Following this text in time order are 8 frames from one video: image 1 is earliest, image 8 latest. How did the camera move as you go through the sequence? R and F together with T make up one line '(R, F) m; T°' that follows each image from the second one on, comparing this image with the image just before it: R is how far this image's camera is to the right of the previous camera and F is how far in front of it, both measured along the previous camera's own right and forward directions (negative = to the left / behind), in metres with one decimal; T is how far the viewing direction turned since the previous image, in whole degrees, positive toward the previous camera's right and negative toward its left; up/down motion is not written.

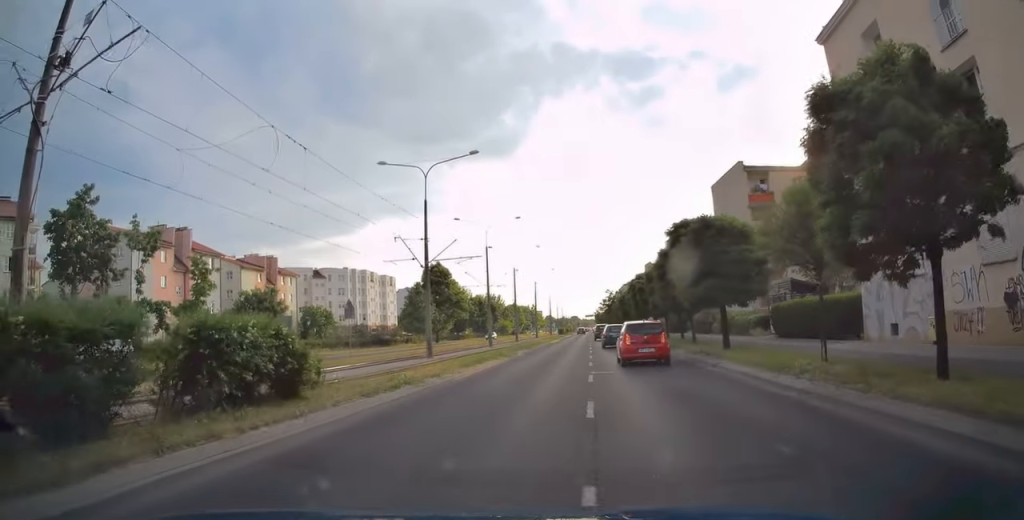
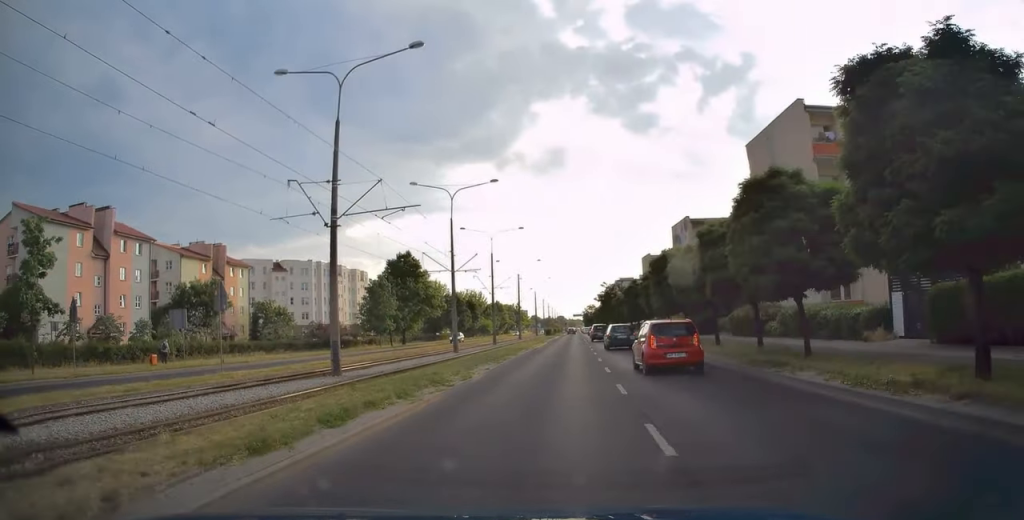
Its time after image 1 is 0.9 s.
(+0.3, +15.3) m; +3°
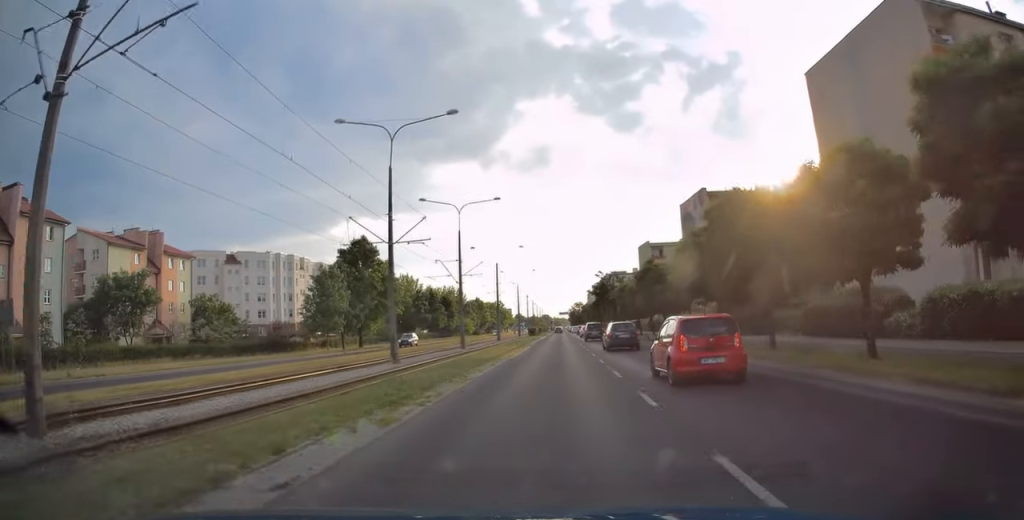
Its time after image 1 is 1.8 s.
(+0.4, +14.4) m; +2°
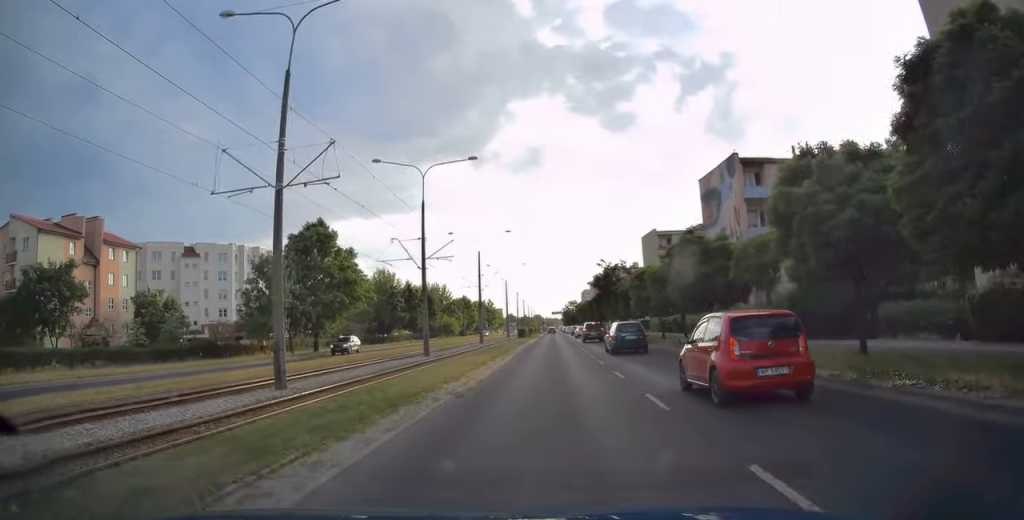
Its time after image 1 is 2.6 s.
(0.0, +12.4) m; 0°
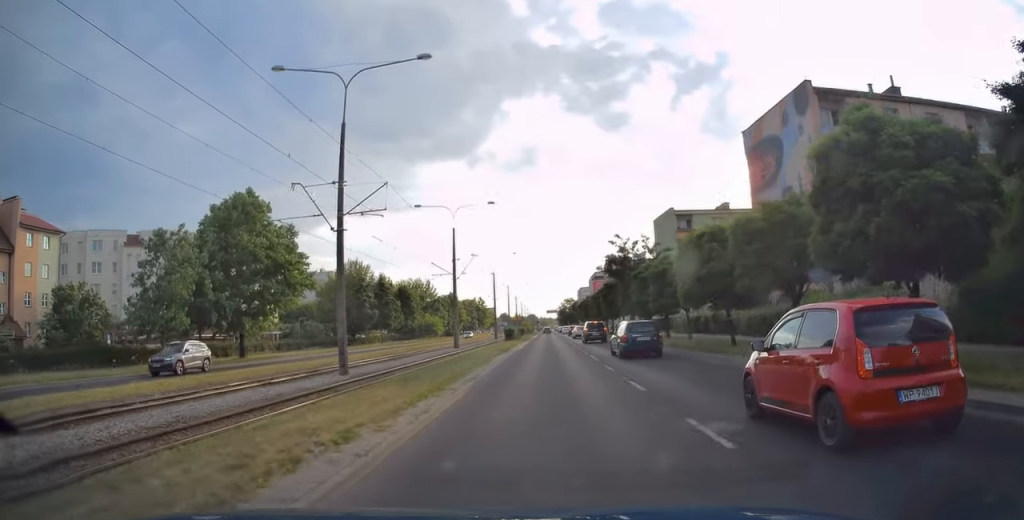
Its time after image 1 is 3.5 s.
(-0.1, +14.9) m; -1°
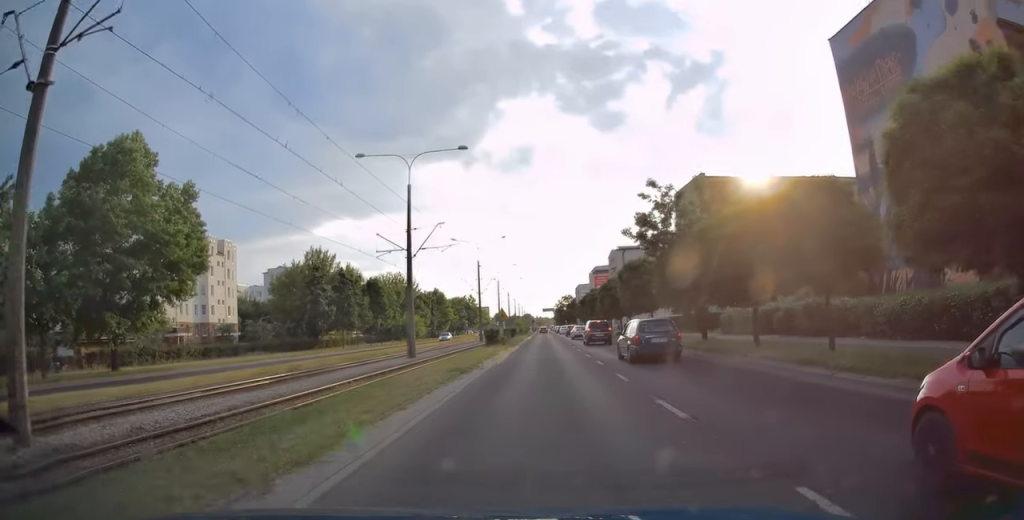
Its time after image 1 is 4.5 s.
(-0.1, +15.5) m; 0°
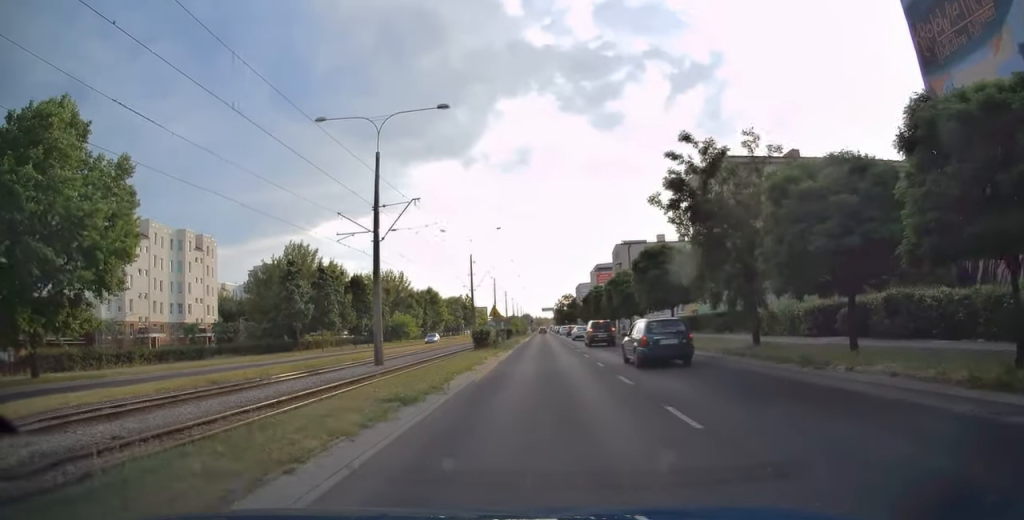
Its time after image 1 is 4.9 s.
(0.0, +6.8) m; 0°
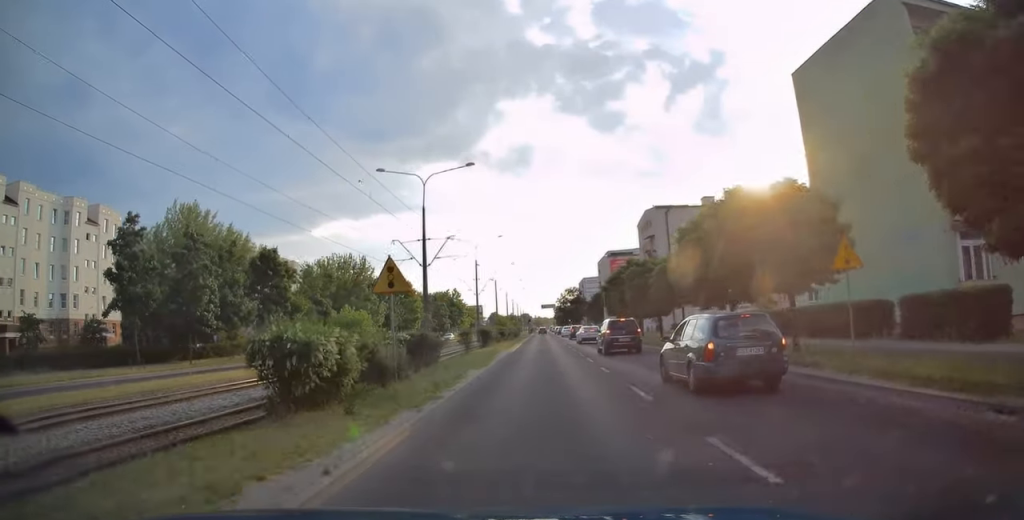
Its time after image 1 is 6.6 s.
(+0.3, +26.0) m; +1°
